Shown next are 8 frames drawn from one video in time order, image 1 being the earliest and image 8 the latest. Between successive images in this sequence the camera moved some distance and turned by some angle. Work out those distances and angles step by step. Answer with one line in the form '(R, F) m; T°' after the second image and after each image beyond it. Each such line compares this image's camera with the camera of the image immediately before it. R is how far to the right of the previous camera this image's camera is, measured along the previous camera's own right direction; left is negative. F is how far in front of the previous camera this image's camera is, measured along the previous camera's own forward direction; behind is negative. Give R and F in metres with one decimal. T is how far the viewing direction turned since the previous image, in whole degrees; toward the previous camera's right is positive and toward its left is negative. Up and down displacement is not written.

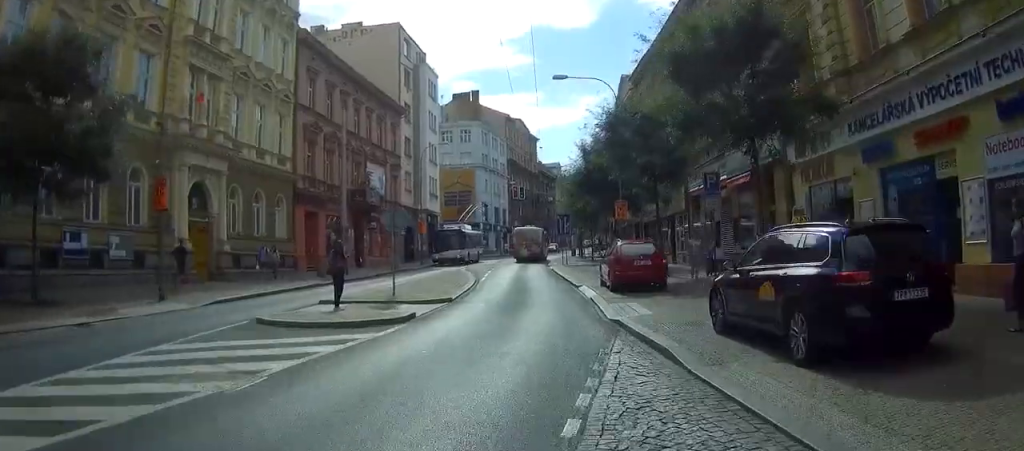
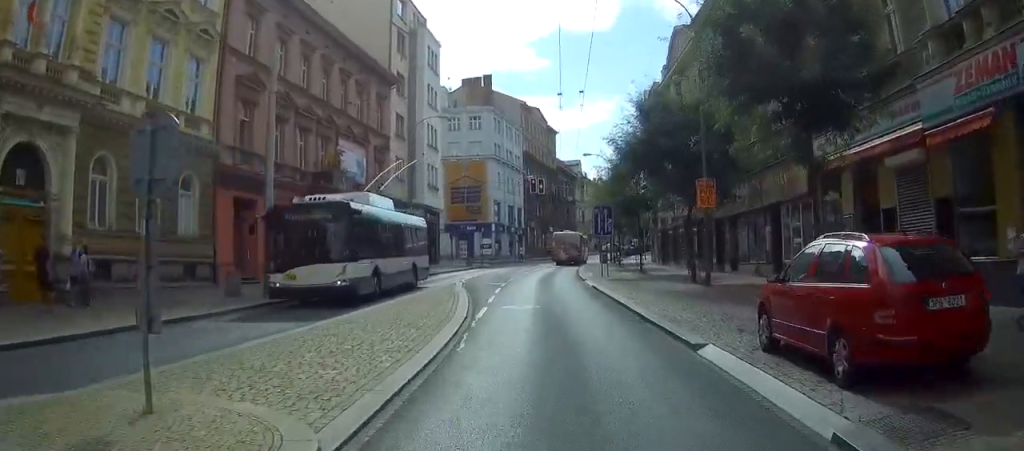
(-1.7, +8.5) m; -13°
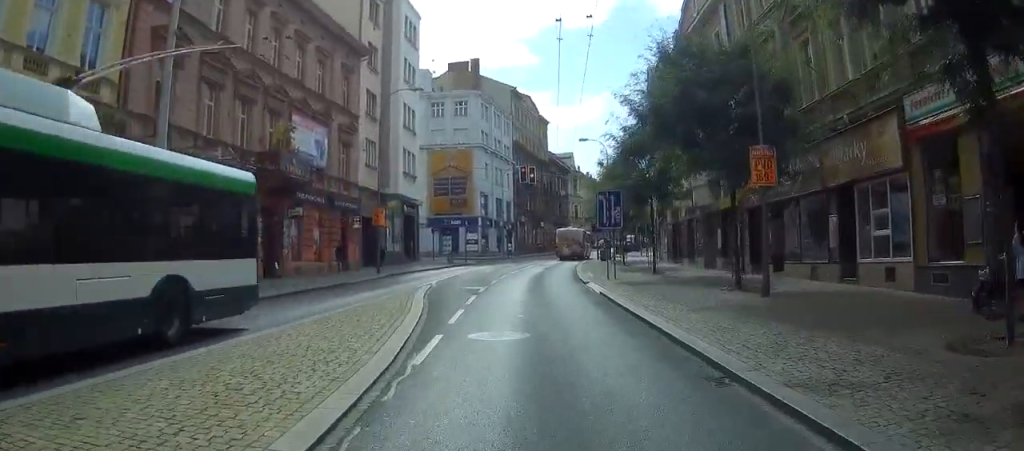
(+0.4, +5.0) m; +4°
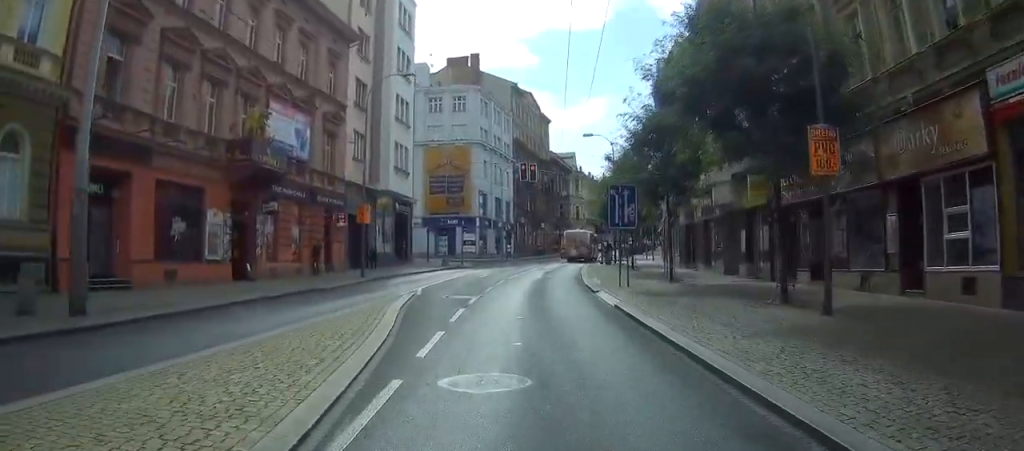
(-0.1, +3.0) m; +1°
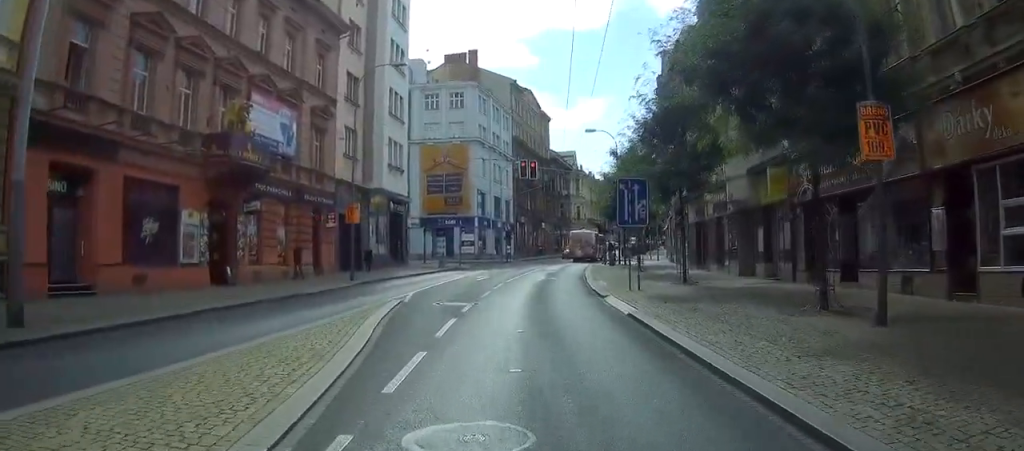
(-0.1, +1.9) m; +1°
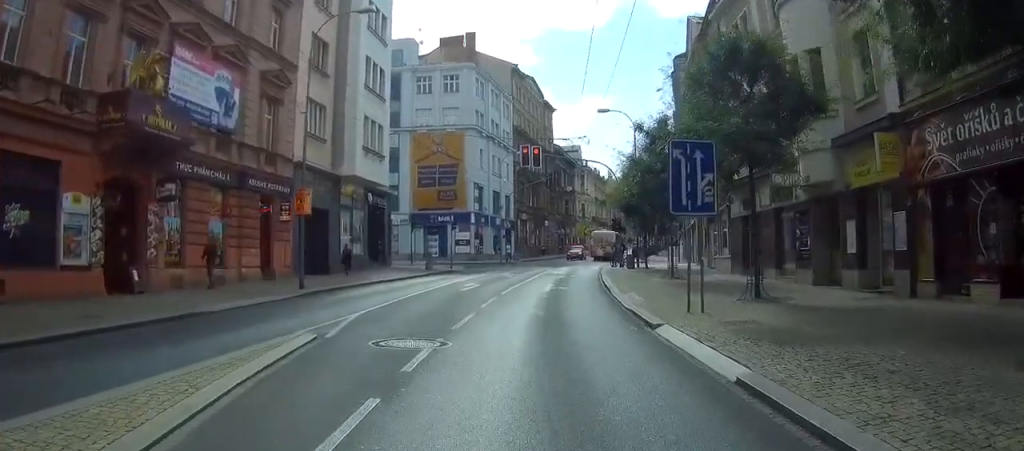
(+0.4, +7.1) m; +1°
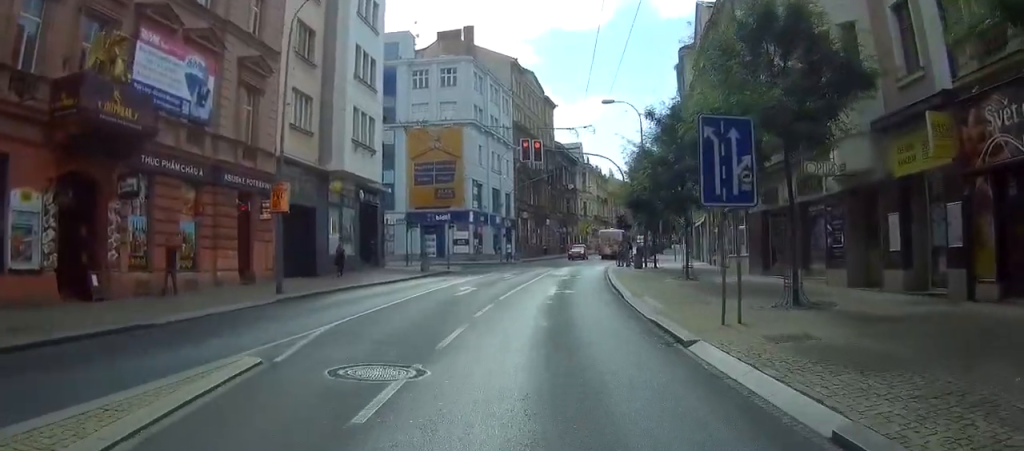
(-0.1, +2.4) m; -2°
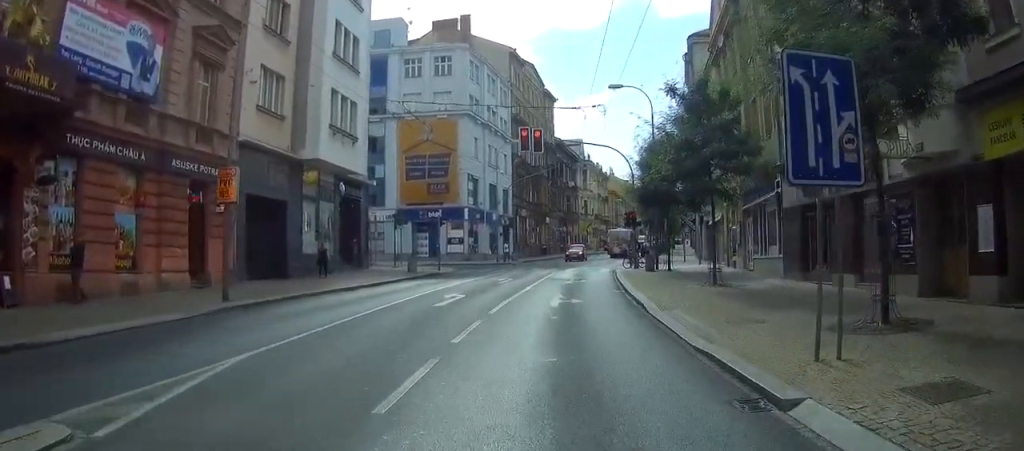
(0.0, +4.0) m; +5°
